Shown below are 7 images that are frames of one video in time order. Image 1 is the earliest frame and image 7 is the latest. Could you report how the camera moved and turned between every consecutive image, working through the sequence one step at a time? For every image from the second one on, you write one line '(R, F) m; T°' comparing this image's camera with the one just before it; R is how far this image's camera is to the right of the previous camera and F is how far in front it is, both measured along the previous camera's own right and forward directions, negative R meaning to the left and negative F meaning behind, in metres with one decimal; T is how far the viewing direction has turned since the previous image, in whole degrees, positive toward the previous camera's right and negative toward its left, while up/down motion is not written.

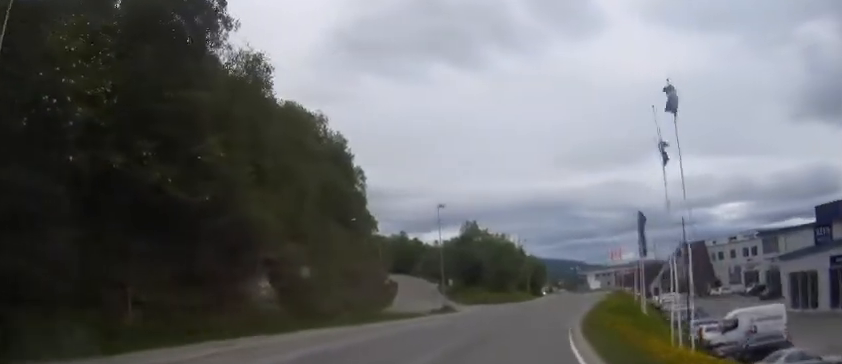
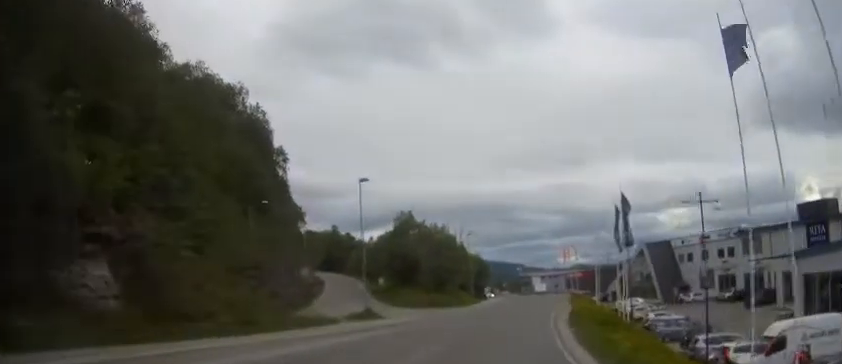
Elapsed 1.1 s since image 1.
(+0.6, +12.3) m; +6°
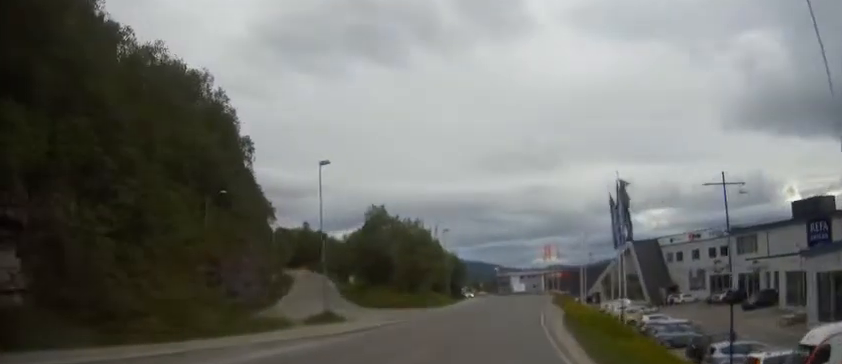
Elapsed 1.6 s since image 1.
(+0.2, +5.3) m; +2°
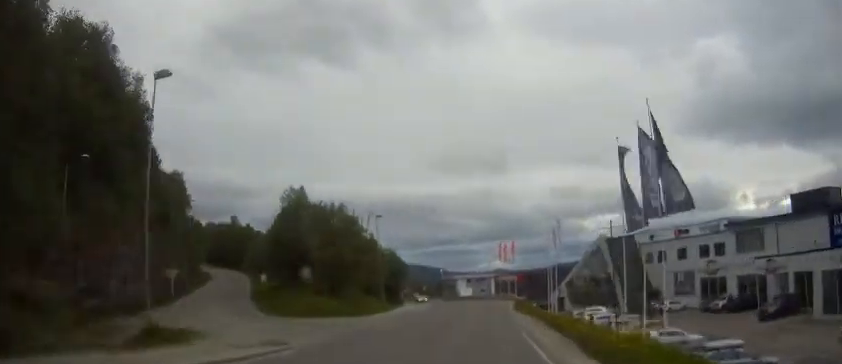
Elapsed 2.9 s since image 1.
(+0.6, +15.6) m; +6°
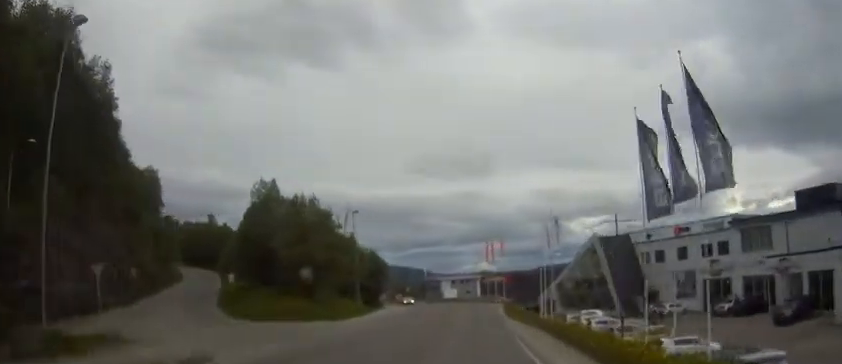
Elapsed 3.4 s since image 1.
(+0.3, +5.3) m; +2°
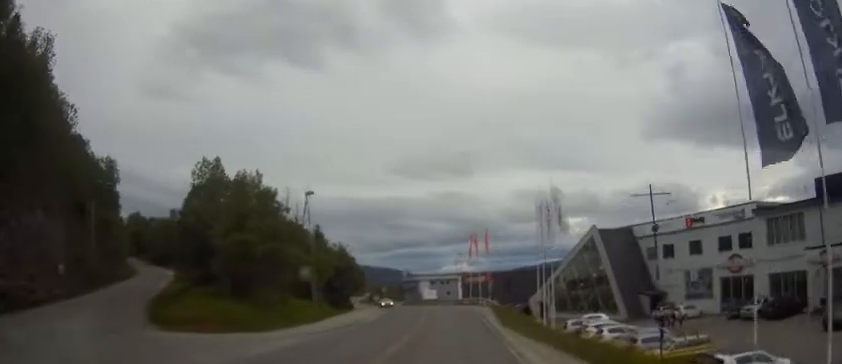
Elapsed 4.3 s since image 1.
(+0.2, +10.2) m; +2°
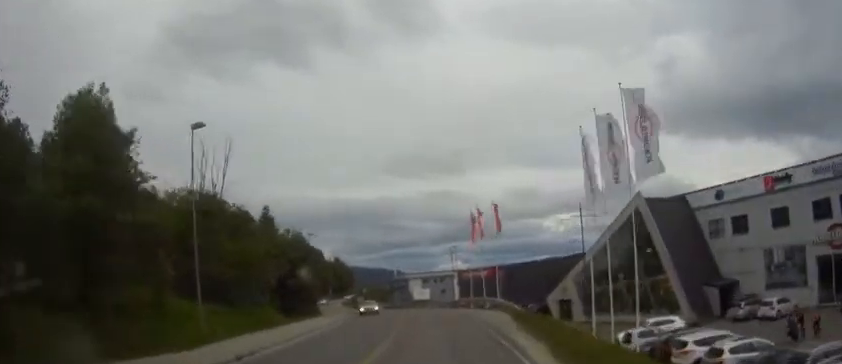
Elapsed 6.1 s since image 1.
(+0.3, +19.6) m; +1°
